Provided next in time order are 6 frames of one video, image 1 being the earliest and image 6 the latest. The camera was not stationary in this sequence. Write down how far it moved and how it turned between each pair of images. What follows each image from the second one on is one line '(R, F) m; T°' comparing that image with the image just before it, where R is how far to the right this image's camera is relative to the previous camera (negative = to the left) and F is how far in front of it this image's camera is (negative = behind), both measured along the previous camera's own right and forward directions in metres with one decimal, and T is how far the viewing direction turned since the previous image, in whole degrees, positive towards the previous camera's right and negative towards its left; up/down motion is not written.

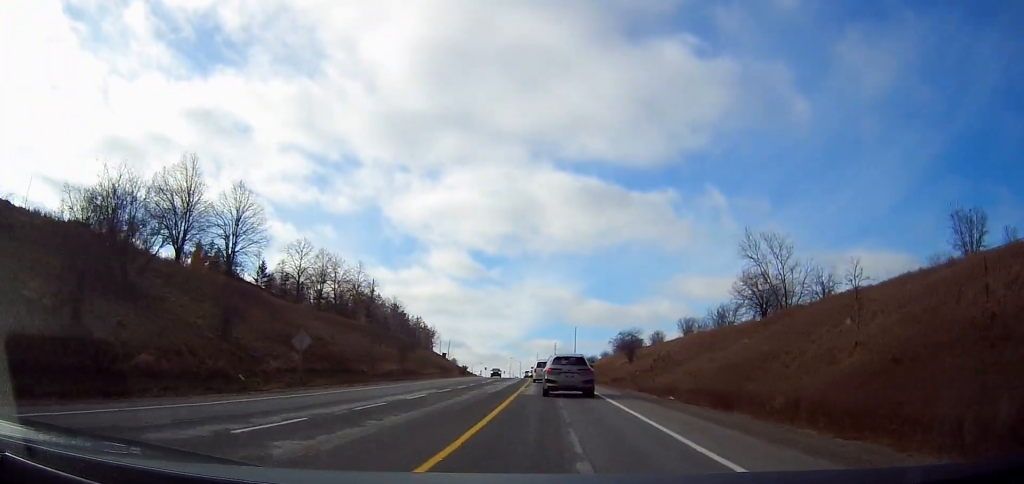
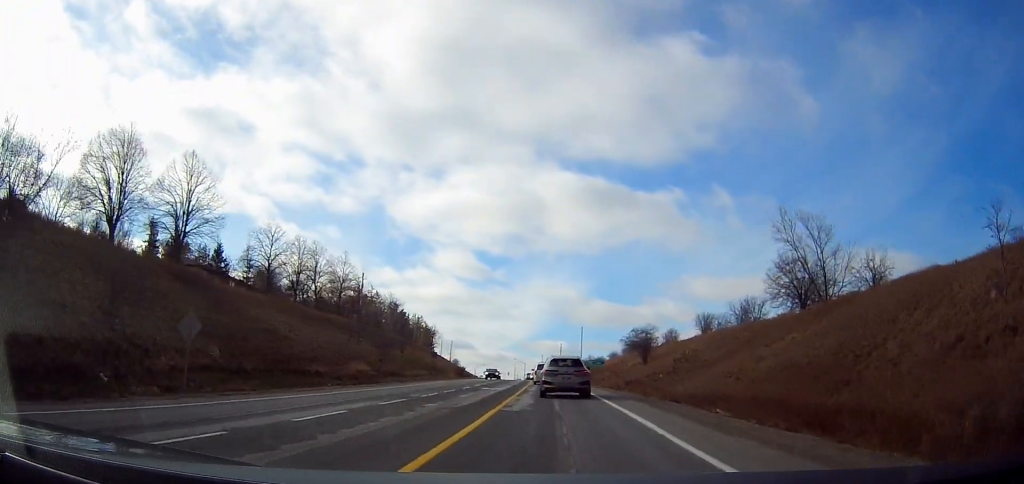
(-0.1, +9.7) m; -1°
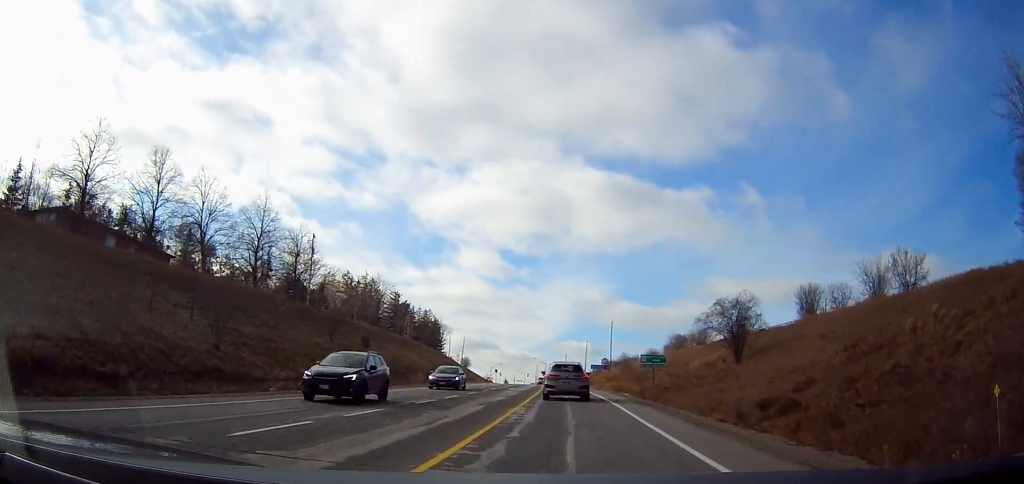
(-1.2, +33.1) m; -2°
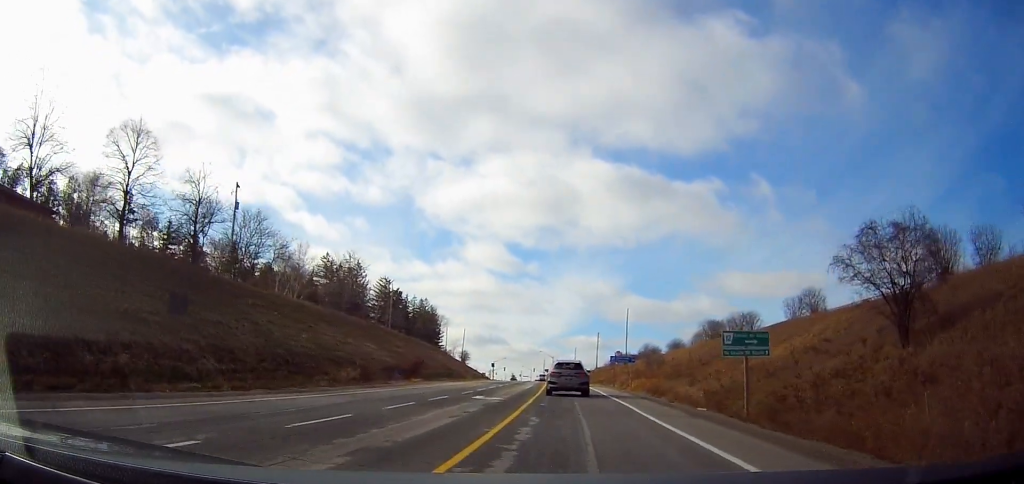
(+0.2, +21.9) m; 0°
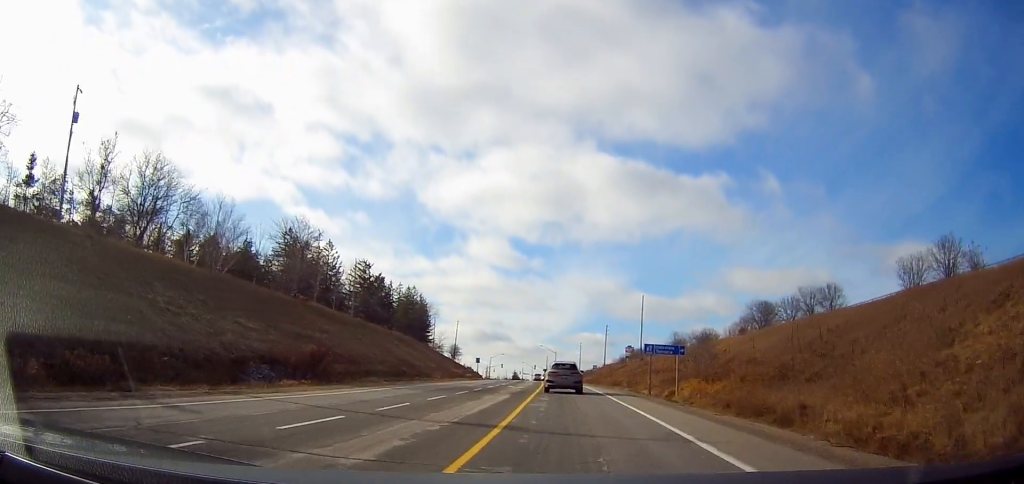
(-0.1, +24.8) m; +1°
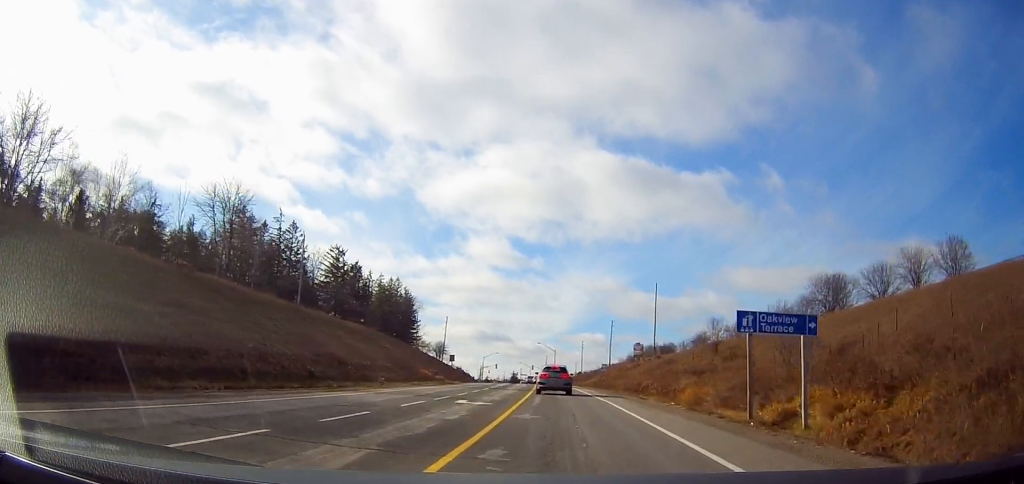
(+0.1, +21.1) m; -1°
